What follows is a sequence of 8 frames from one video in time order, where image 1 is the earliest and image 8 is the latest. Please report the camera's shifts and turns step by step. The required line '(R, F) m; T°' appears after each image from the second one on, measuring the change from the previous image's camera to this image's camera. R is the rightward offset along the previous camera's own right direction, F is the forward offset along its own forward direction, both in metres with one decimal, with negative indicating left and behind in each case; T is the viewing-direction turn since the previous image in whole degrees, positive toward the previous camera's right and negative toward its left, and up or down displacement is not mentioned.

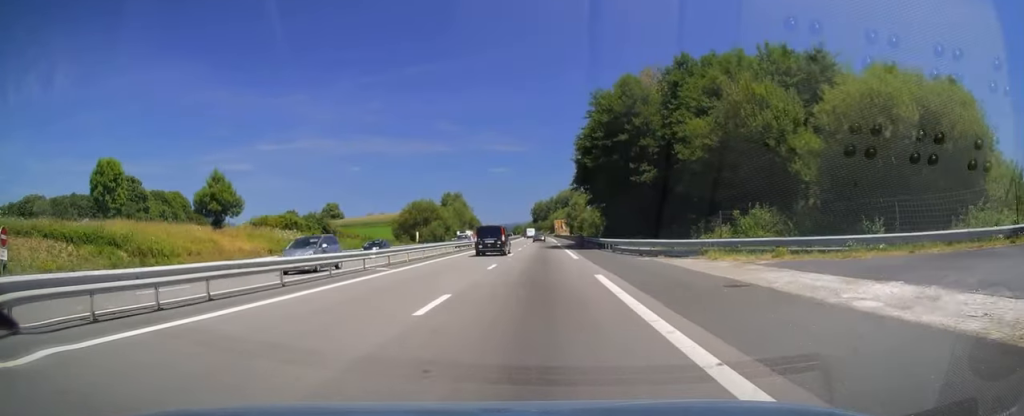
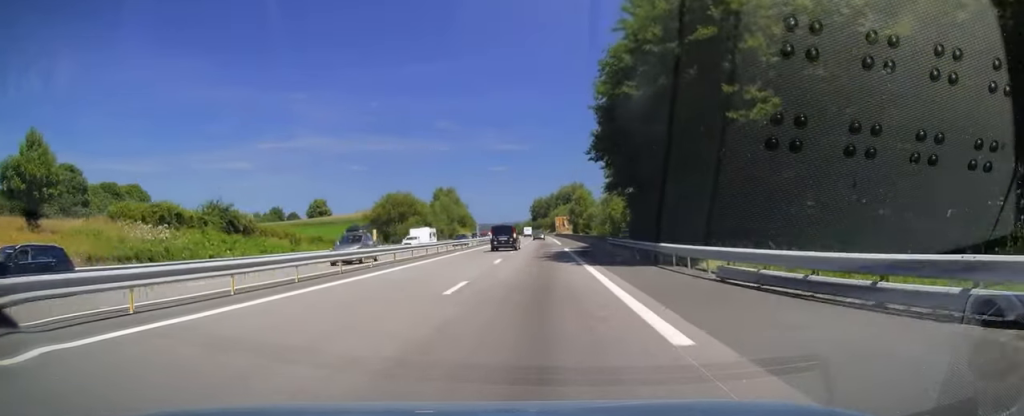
(0.0, +22.8) m; 0°
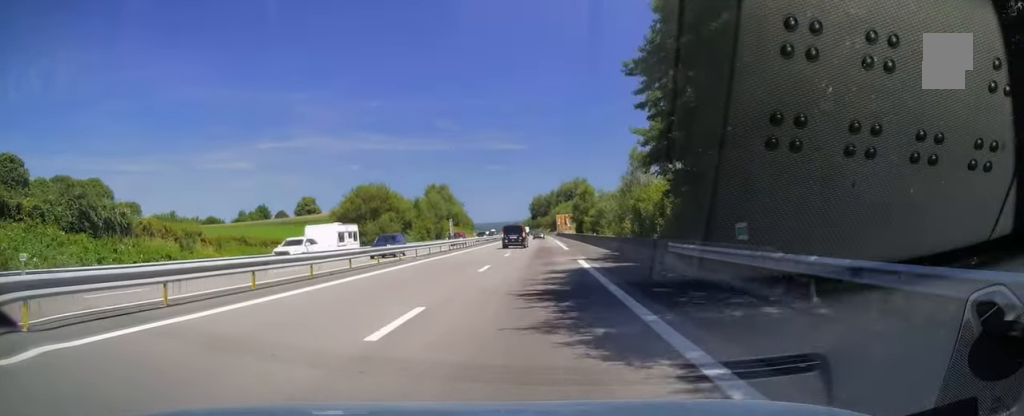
(0.0, +18.8) m; 0°
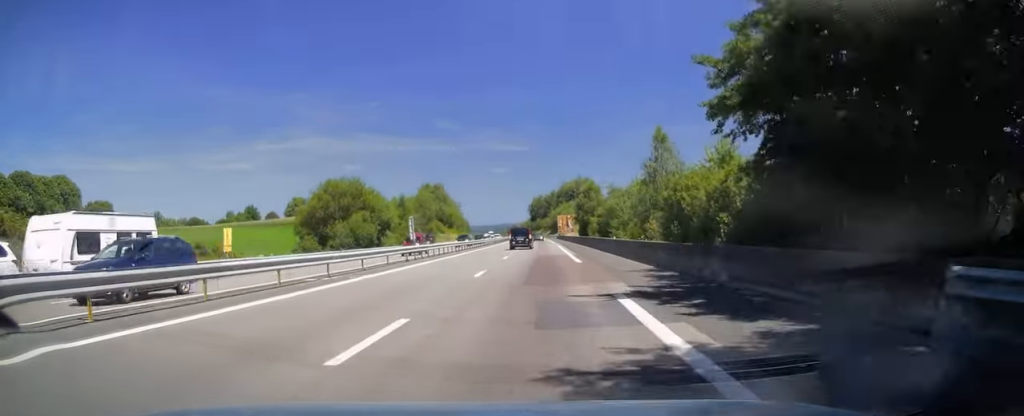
(0.0, +14.3) m; 0°
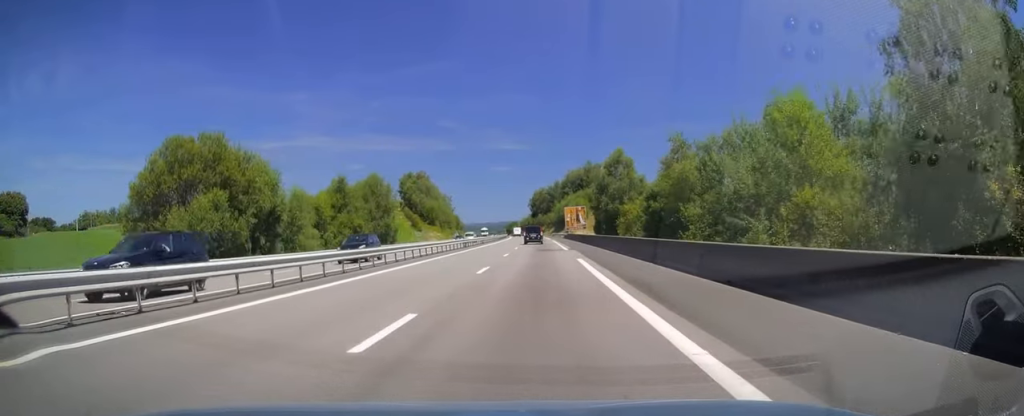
(-0.1, +38.6) m; 0°
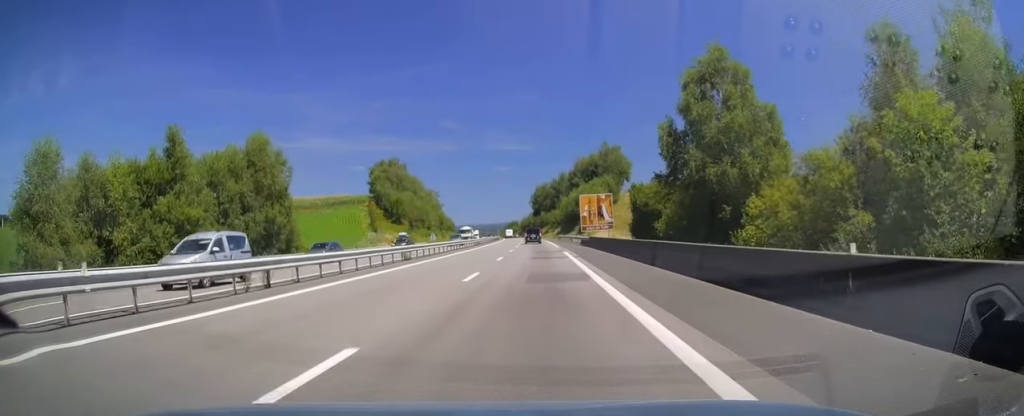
(0.0, +42.0) m; 0°
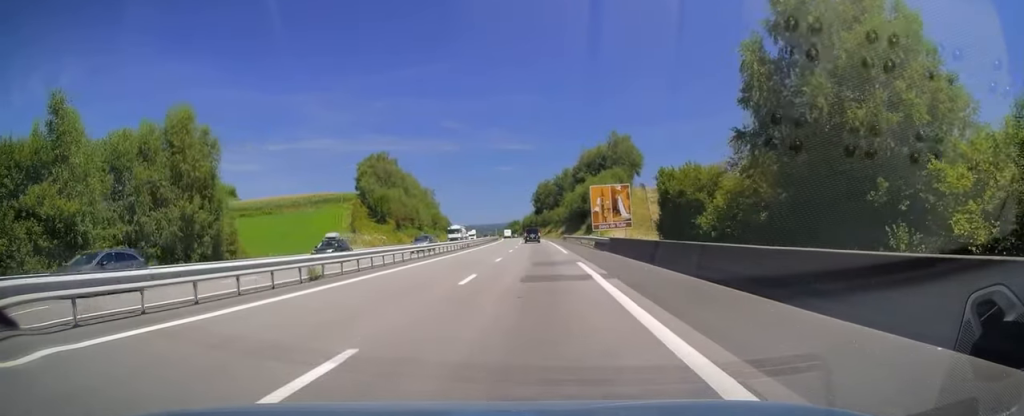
(0.0, +13.8) m; 0°
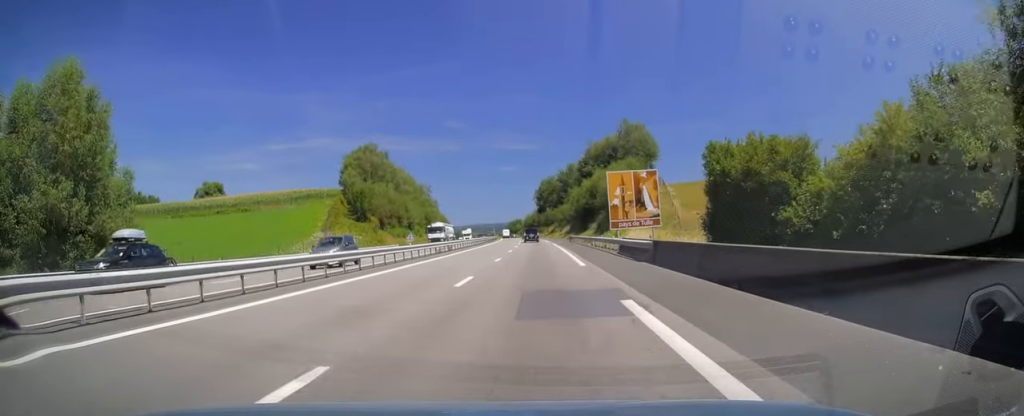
(-0.1, +13.8) m; 0°
